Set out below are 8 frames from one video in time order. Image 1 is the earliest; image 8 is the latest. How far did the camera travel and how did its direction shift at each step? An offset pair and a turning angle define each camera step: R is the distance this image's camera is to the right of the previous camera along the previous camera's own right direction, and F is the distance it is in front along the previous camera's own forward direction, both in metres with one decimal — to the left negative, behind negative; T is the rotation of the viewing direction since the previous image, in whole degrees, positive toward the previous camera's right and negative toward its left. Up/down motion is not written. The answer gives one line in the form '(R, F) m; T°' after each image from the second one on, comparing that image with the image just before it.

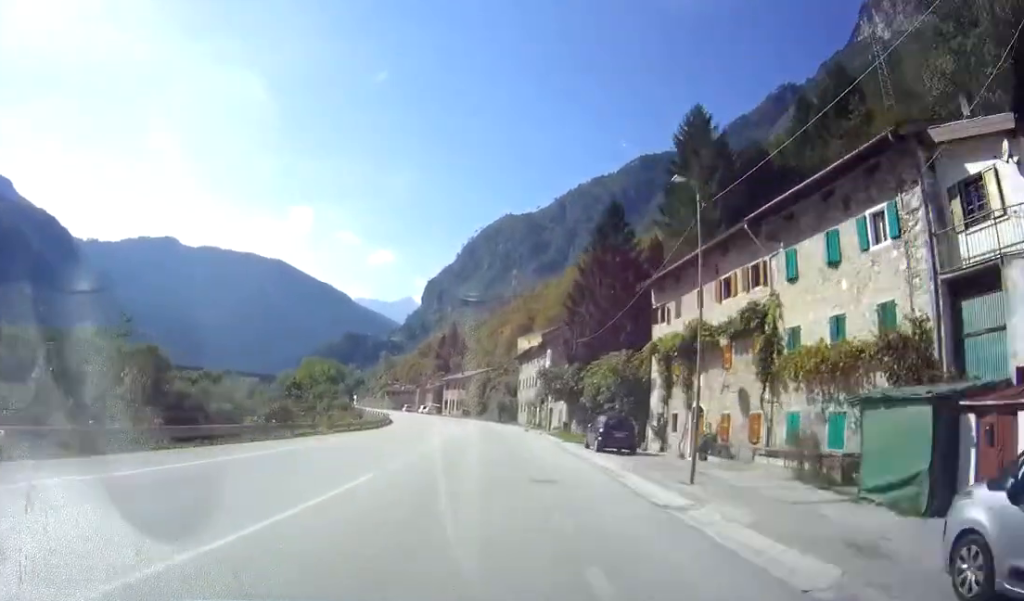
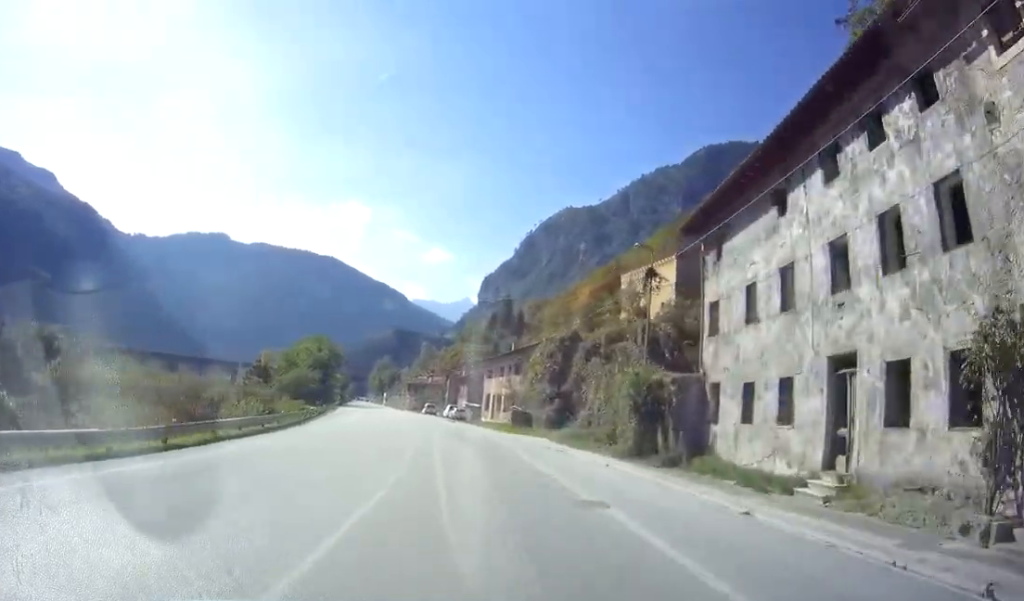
(-3.0, +53.6) m; -9°
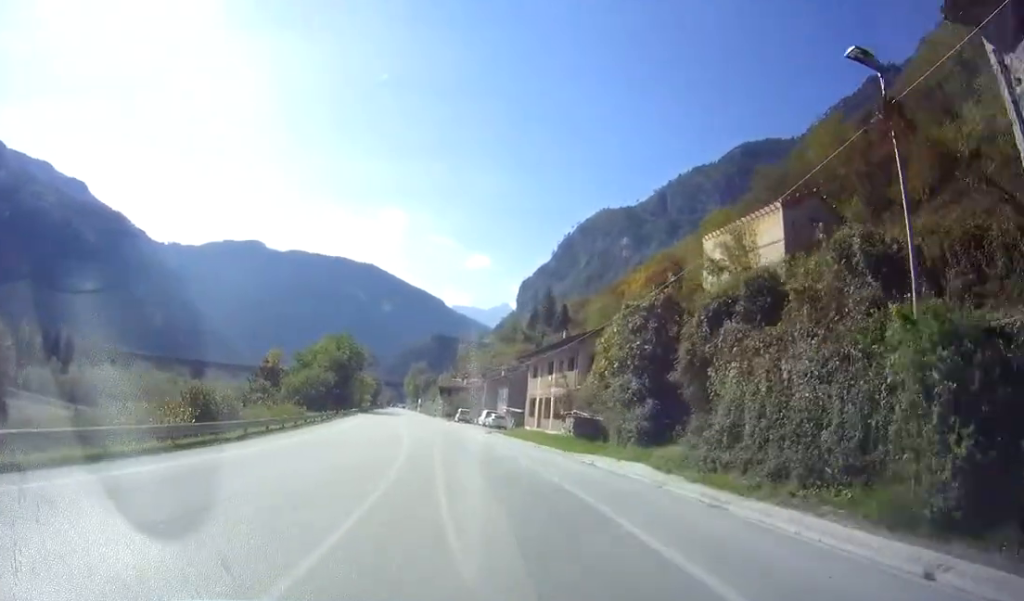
(-0.4, +13.5) m; -3°
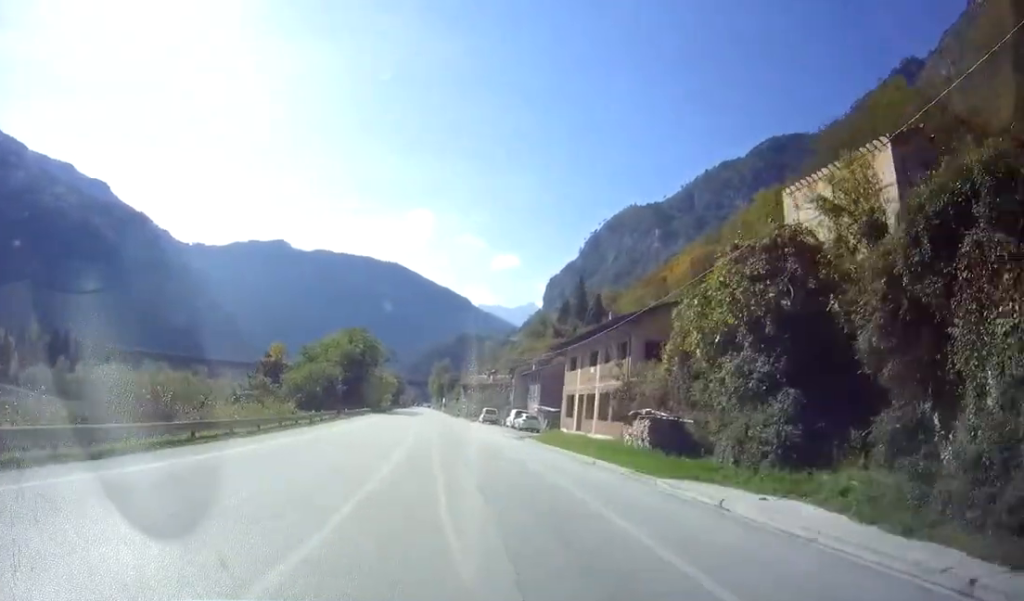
(0.0, +9.5) m; -2°
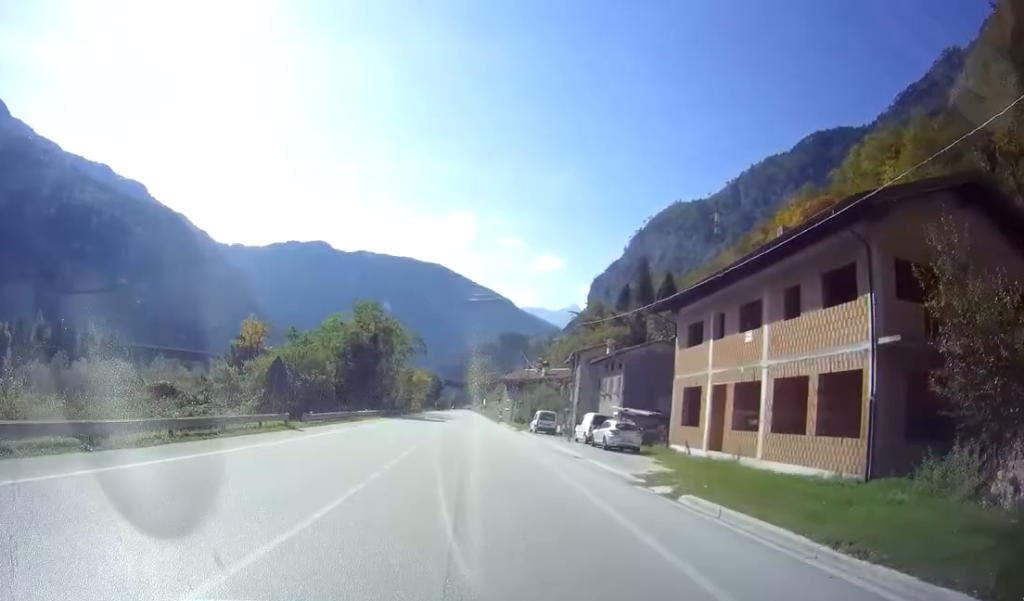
(-1.1, +21.9) m; -6°
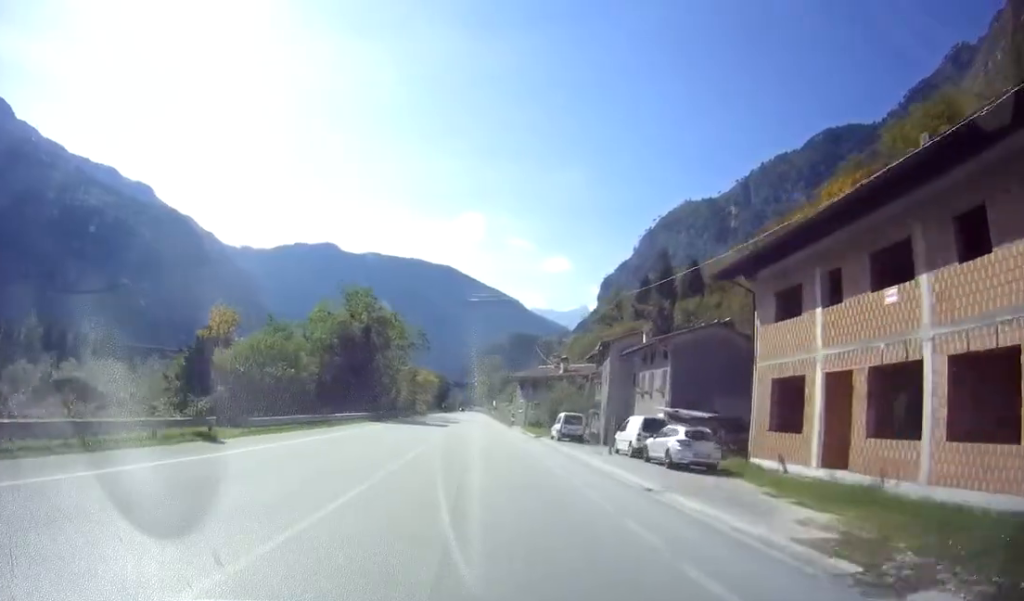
(-0.8, +8.8) m; +1°
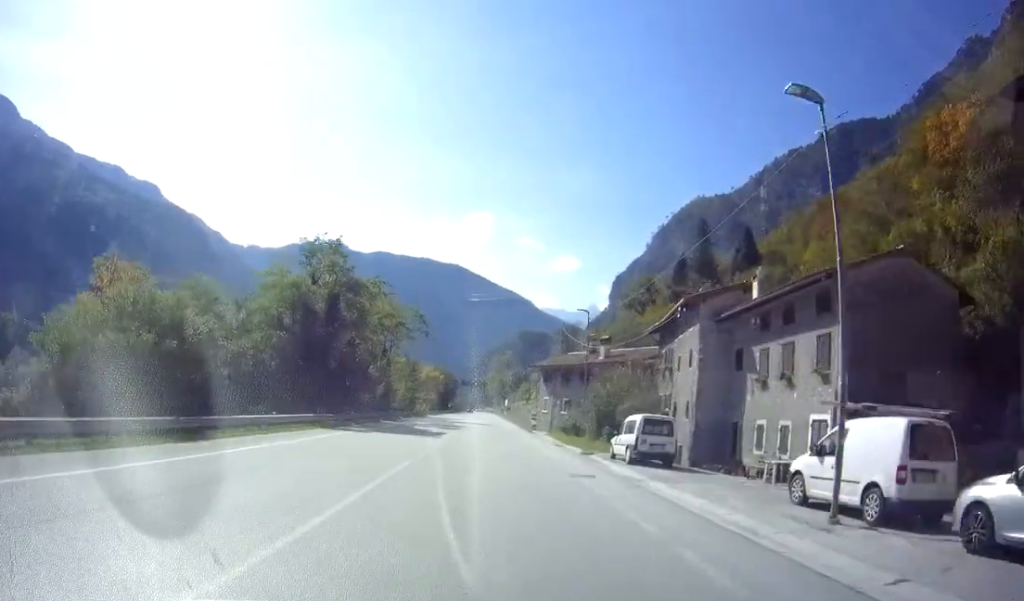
(+0.8, +16.4) m; +2°
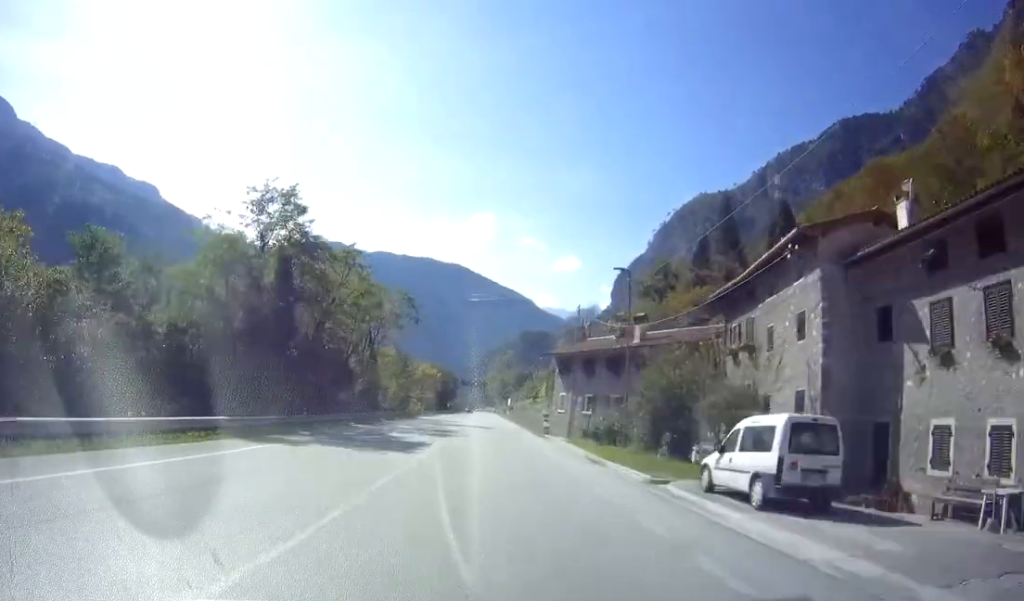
(+0.5, +10.6) m; 0°
